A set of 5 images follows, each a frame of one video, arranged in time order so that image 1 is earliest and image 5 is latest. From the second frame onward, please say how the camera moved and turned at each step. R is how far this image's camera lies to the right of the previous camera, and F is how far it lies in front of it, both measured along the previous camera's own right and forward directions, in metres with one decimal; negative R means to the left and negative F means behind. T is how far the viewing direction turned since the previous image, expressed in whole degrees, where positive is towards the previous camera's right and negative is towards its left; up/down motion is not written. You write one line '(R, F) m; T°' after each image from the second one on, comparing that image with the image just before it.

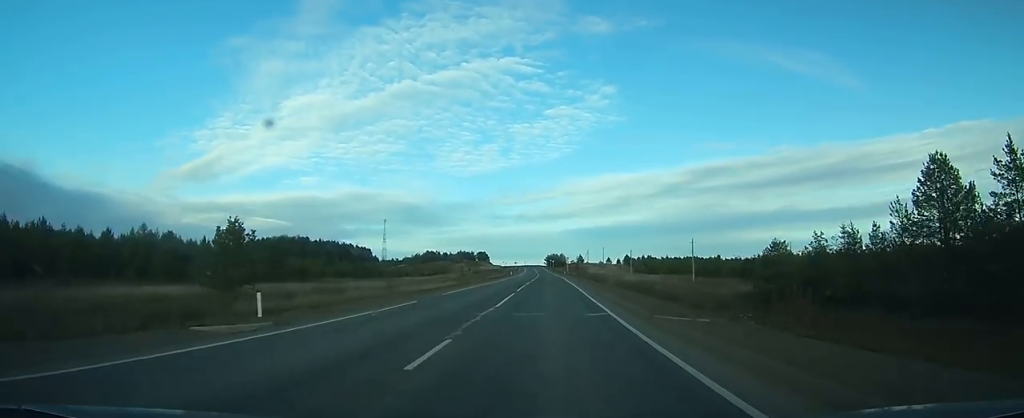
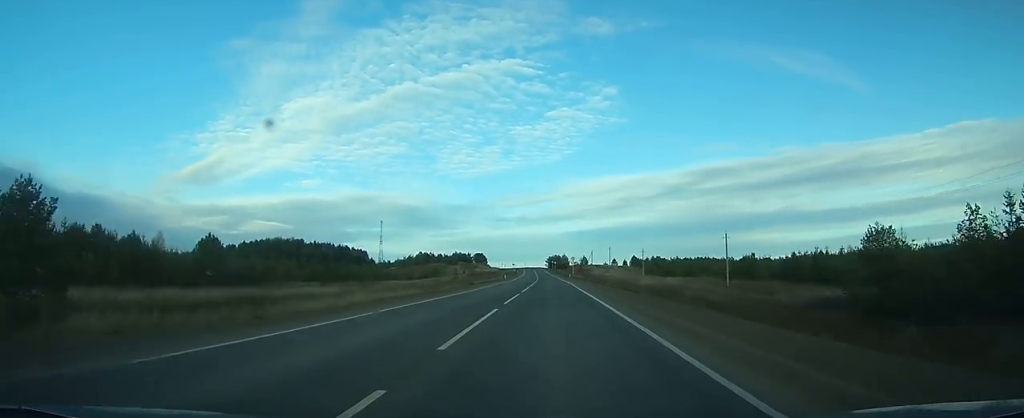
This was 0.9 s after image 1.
(0.0, +22.2) m; 0°
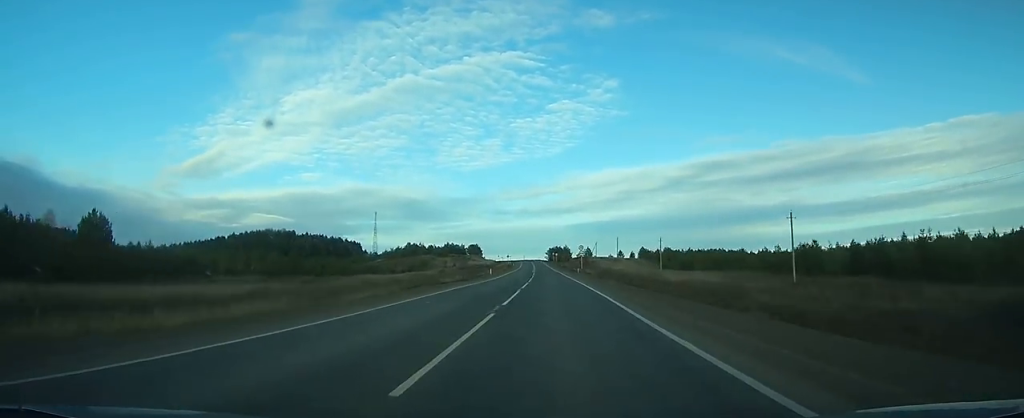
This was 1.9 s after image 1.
(0.0, +27.2) m; 0°
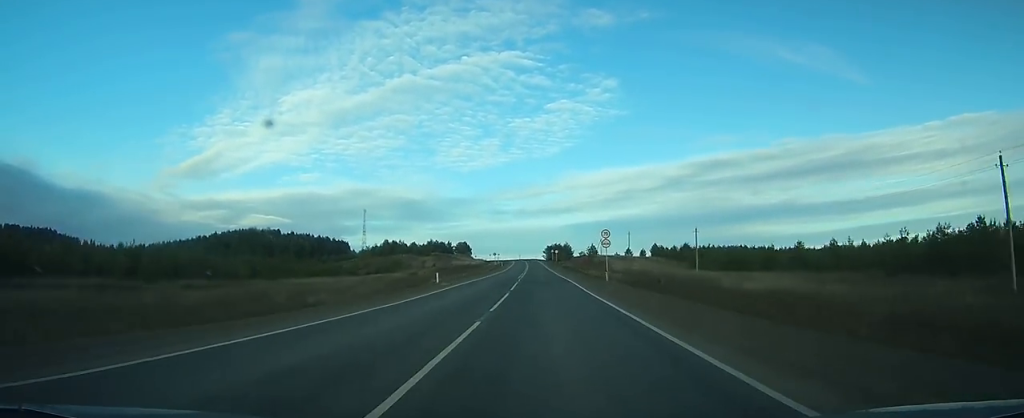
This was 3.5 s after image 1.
(0.0, +38.9) m; 0°
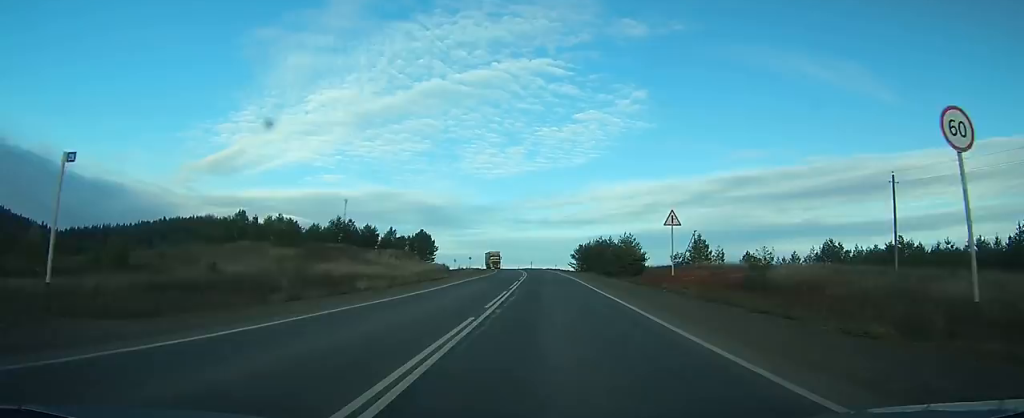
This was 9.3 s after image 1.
(-2.7, +141.6) m; -2°
